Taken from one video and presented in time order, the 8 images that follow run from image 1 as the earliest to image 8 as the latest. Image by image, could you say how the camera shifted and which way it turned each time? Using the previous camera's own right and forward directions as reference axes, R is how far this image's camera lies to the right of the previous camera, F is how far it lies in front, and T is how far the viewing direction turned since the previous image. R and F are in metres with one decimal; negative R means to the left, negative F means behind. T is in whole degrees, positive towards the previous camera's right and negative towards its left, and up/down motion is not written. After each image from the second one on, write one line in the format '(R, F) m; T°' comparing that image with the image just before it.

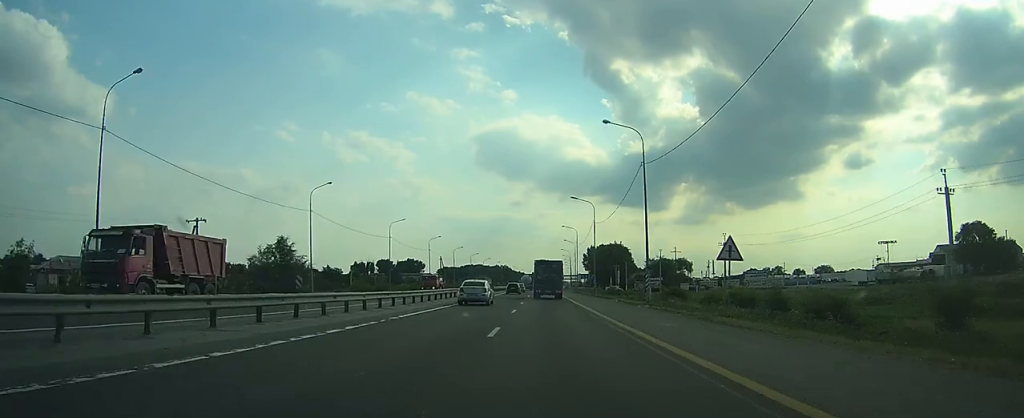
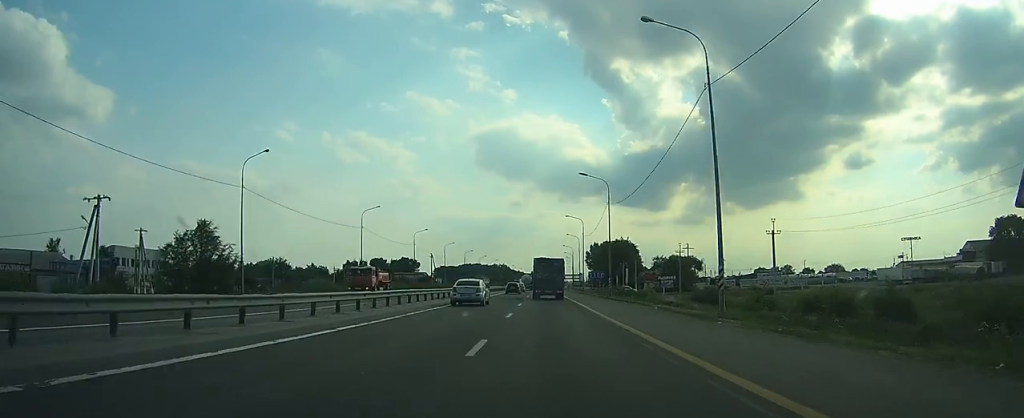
(0.0, +16.0) m; 0°
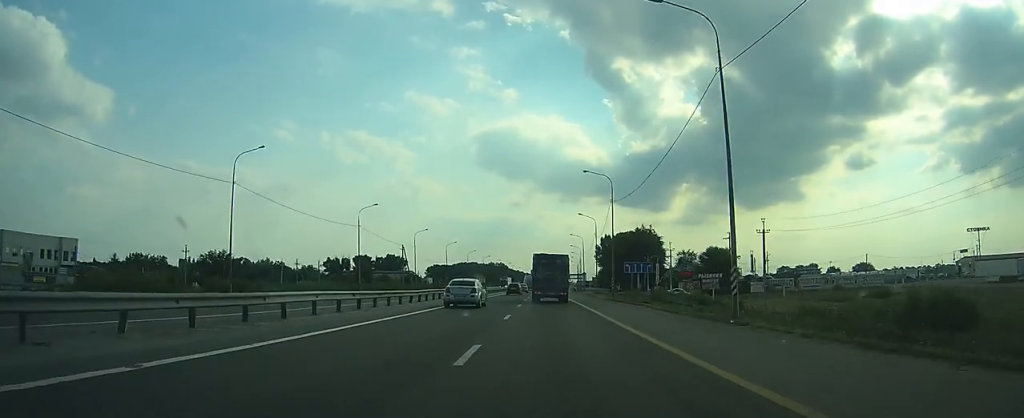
(-0.2, +38.2) m; 0°
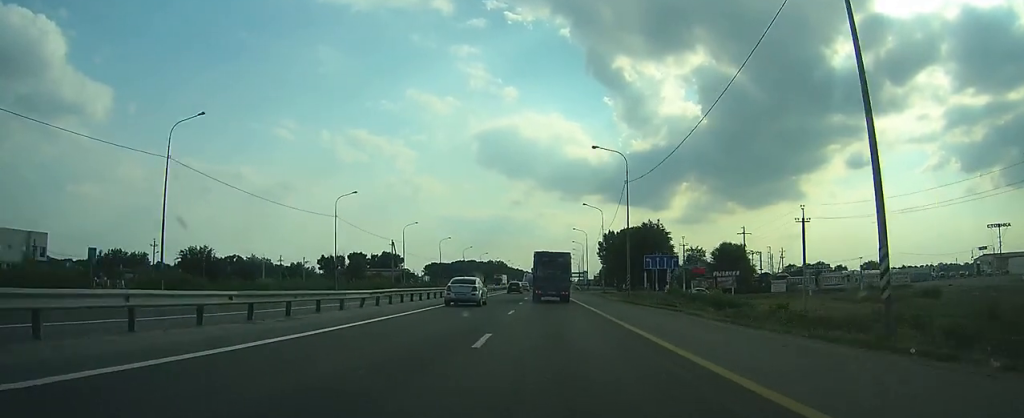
(0.0, +10.1) m; 0°
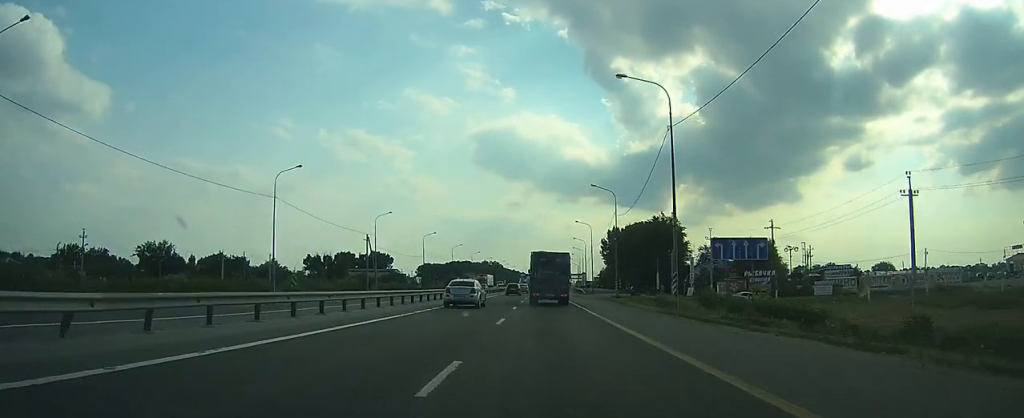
(+0.1, +17.9) m; +1°
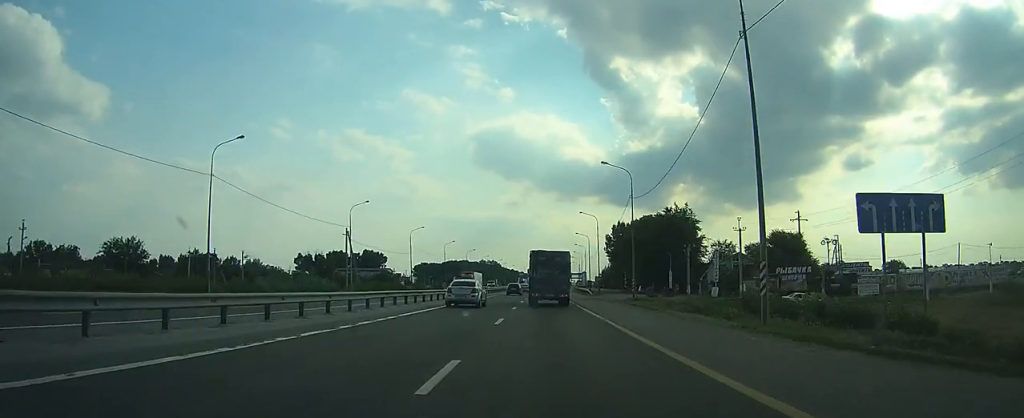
(+0.1, +12.7) m; 0°
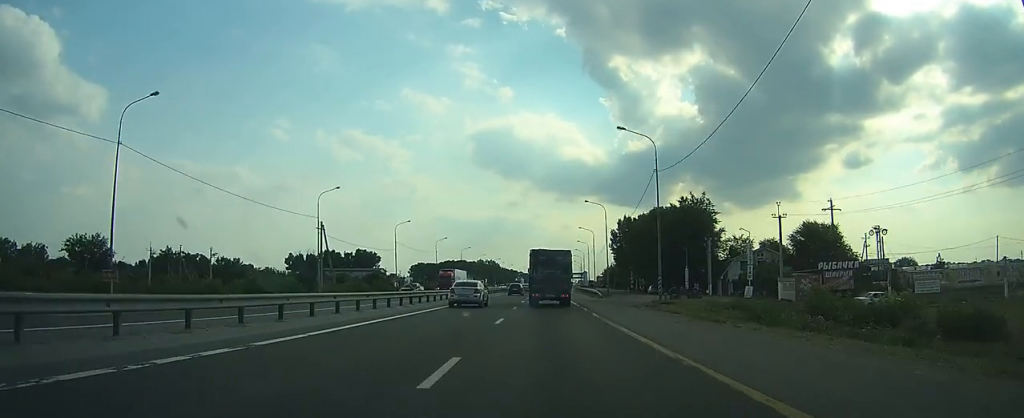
(0.0, +12.3) m; 0°
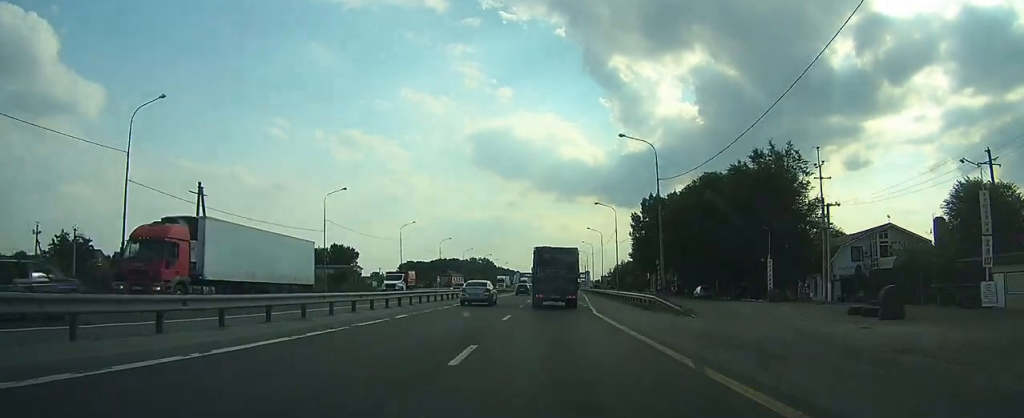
(+0.1, +35.6) m; 0°
